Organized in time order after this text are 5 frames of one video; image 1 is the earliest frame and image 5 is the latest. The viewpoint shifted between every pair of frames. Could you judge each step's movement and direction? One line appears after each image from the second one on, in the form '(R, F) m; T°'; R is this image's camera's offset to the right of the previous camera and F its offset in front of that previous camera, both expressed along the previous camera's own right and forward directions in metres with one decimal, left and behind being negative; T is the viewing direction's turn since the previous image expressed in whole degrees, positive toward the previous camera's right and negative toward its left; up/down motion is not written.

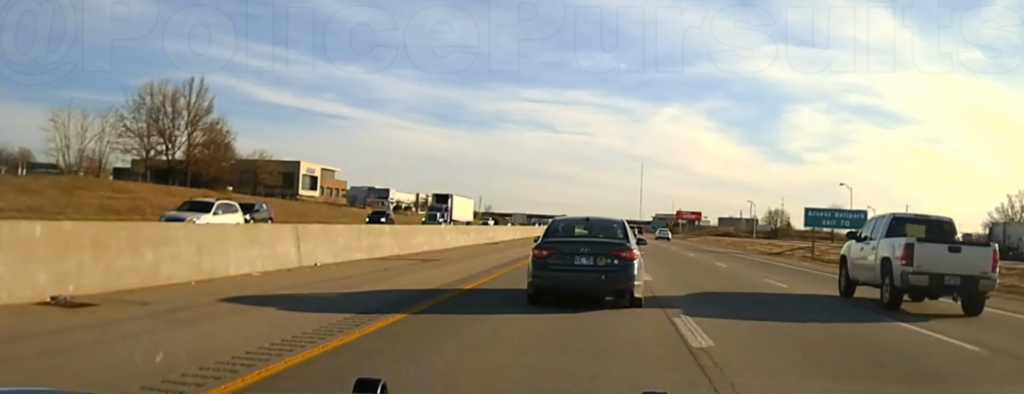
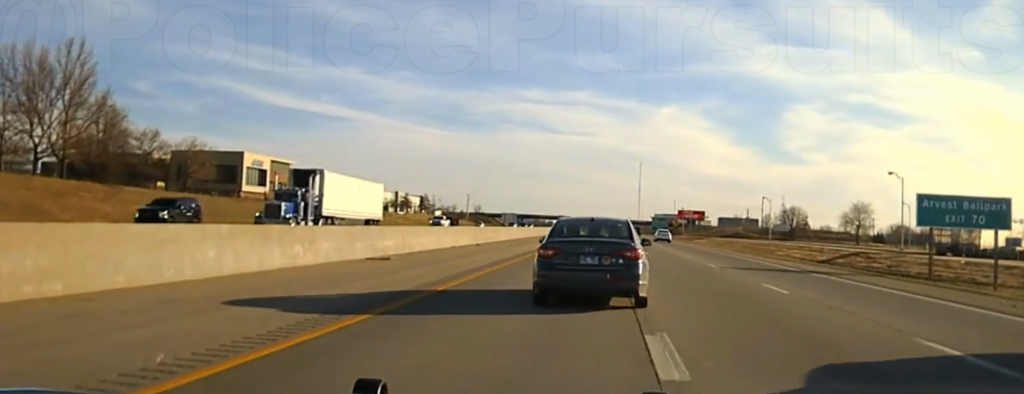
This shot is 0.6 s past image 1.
(+0.3, +19.4) m; +1°
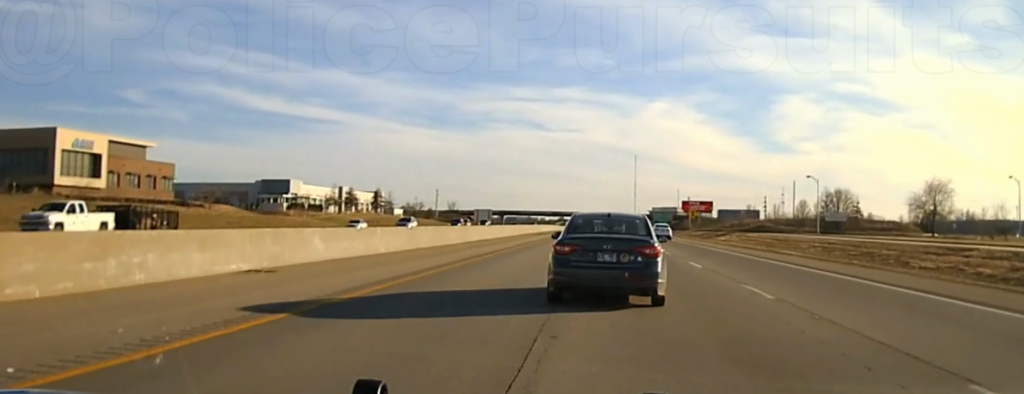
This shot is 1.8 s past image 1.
(+0.3, +41.3) m; 0°
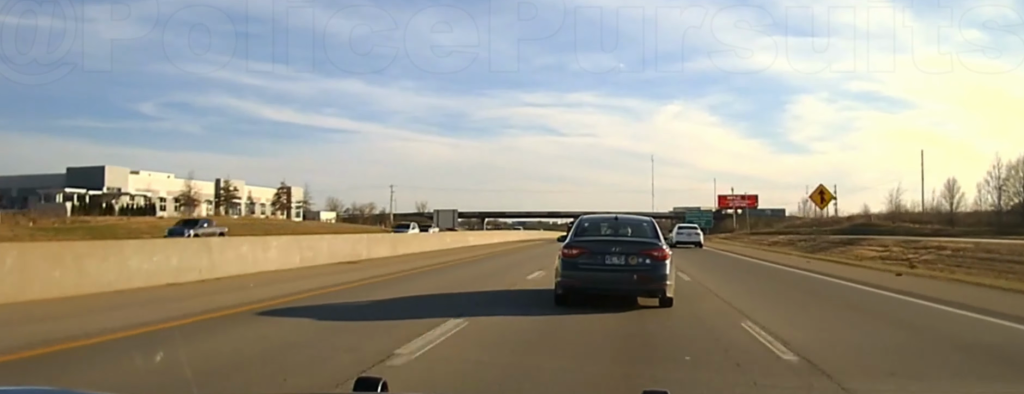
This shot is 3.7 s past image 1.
(-0.6, +84.5) m; -1°
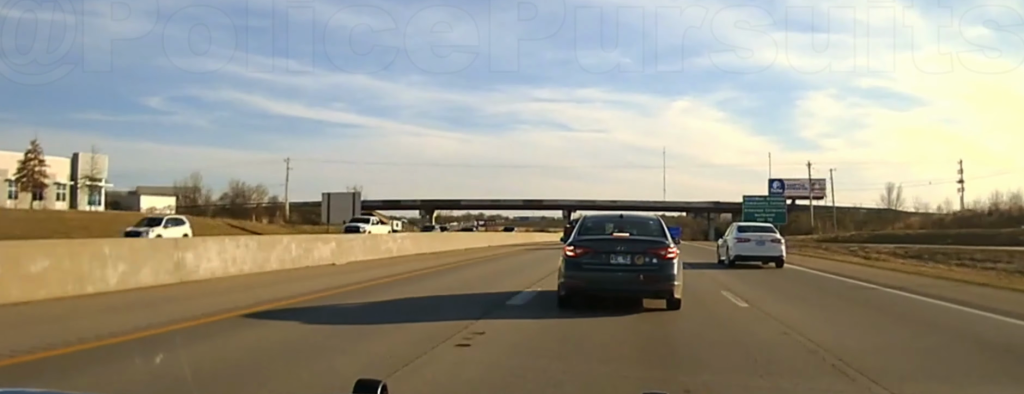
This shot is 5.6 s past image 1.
(-1.1, +96.8) m; -1°
